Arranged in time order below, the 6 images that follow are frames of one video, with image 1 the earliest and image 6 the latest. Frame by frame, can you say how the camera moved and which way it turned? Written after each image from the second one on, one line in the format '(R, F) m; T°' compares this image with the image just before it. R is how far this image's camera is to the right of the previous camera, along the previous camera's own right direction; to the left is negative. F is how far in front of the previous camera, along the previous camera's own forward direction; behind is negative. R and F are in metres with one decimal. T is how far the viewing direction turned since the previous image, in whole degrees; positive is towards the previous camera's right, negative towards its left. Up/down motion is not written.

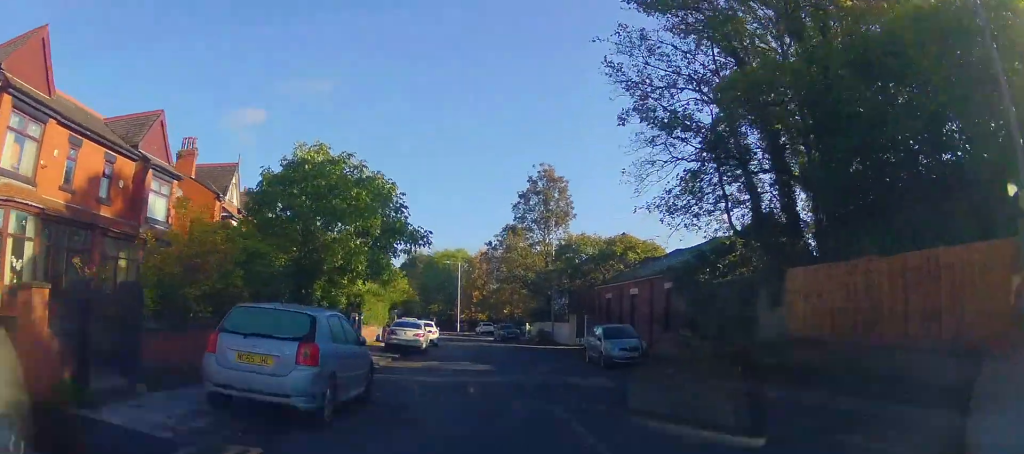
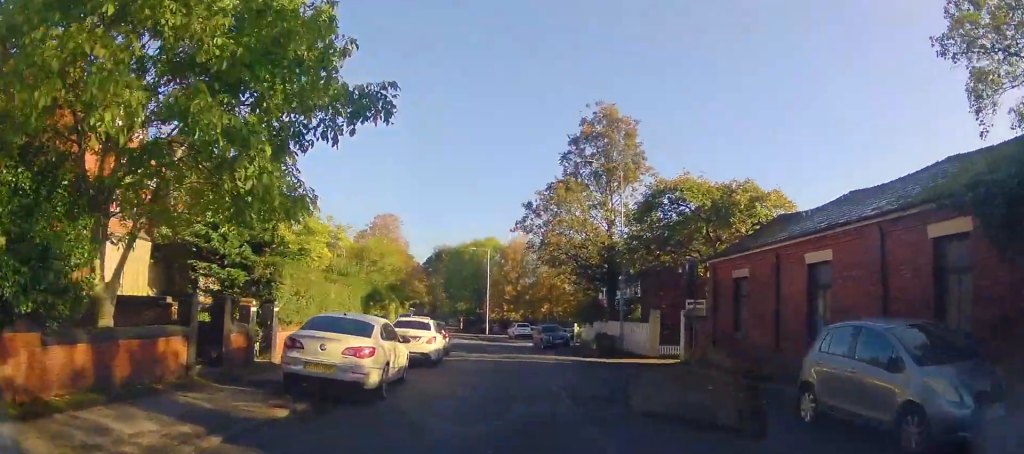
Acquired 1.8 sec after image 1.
(-0.1, +14.7) m; -2°
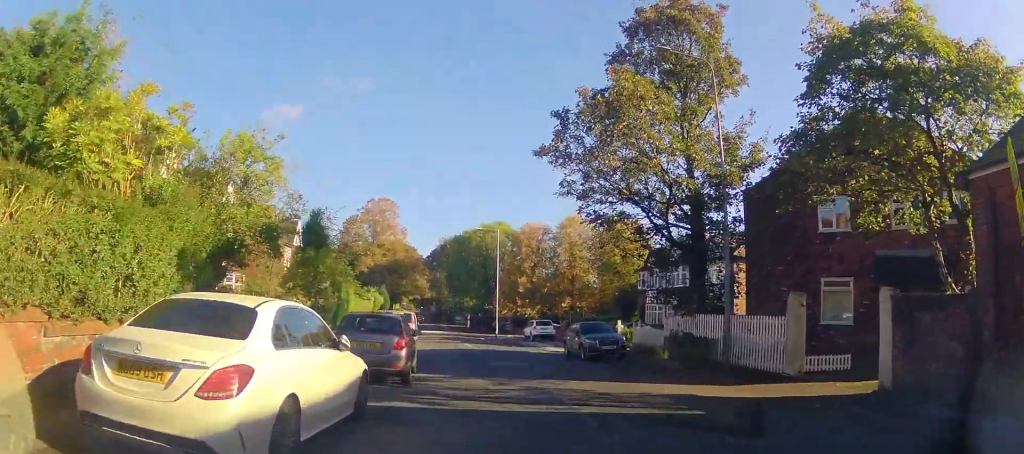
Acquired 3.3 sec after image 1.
(-0.4, +14.3) m; -2°
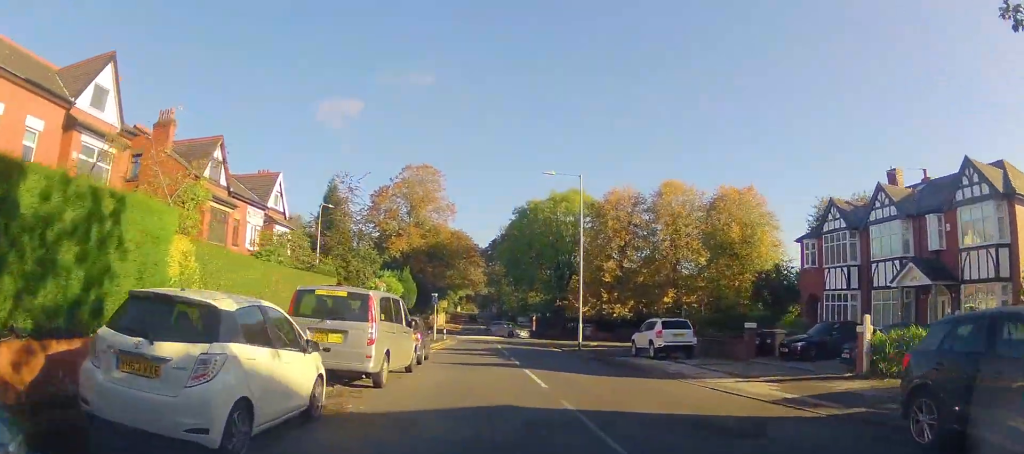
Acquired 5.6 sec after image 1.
(-1.5, +22.9) m; -9°
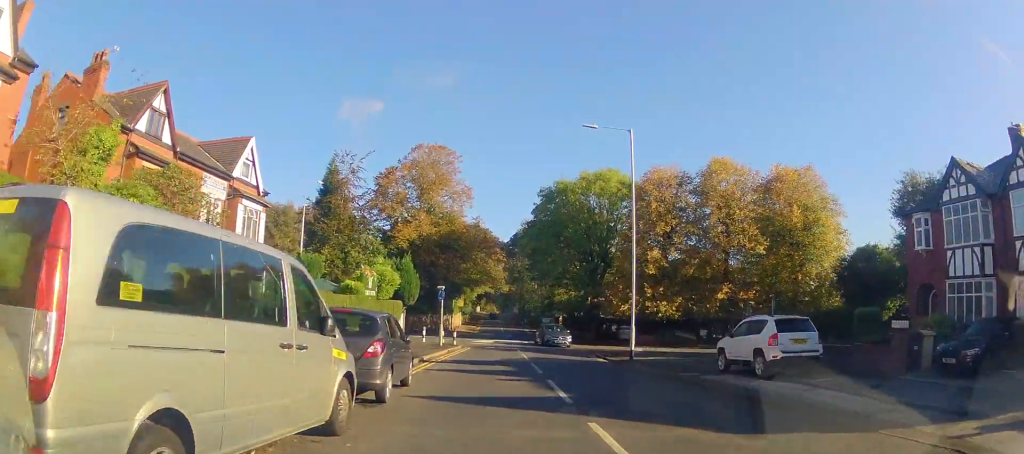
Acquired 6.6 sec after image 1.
(-0.1, +8.7) m; 0°
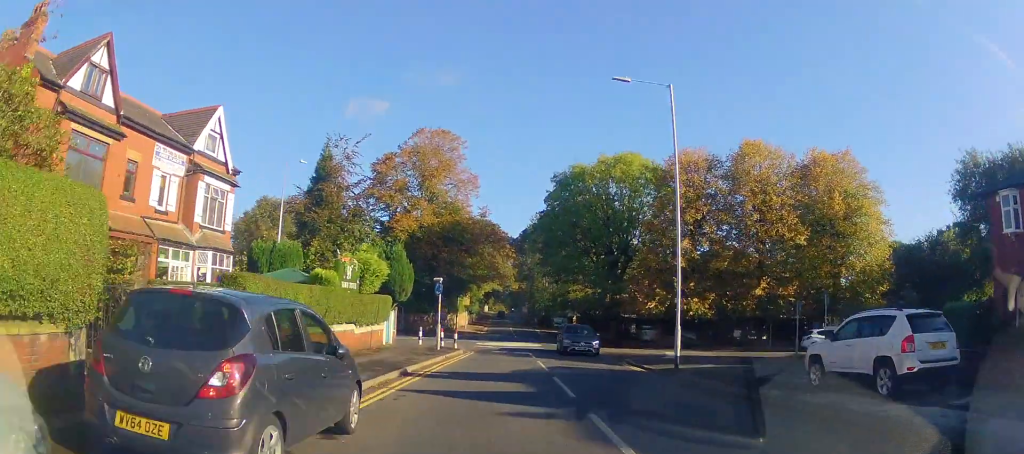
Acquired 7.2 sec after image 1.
(+0.1, +5.4) m; +1°
